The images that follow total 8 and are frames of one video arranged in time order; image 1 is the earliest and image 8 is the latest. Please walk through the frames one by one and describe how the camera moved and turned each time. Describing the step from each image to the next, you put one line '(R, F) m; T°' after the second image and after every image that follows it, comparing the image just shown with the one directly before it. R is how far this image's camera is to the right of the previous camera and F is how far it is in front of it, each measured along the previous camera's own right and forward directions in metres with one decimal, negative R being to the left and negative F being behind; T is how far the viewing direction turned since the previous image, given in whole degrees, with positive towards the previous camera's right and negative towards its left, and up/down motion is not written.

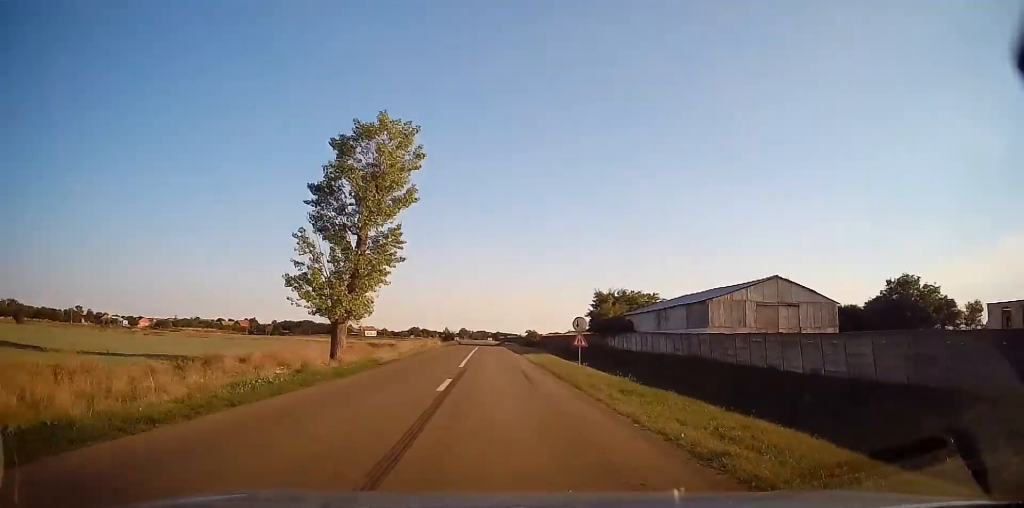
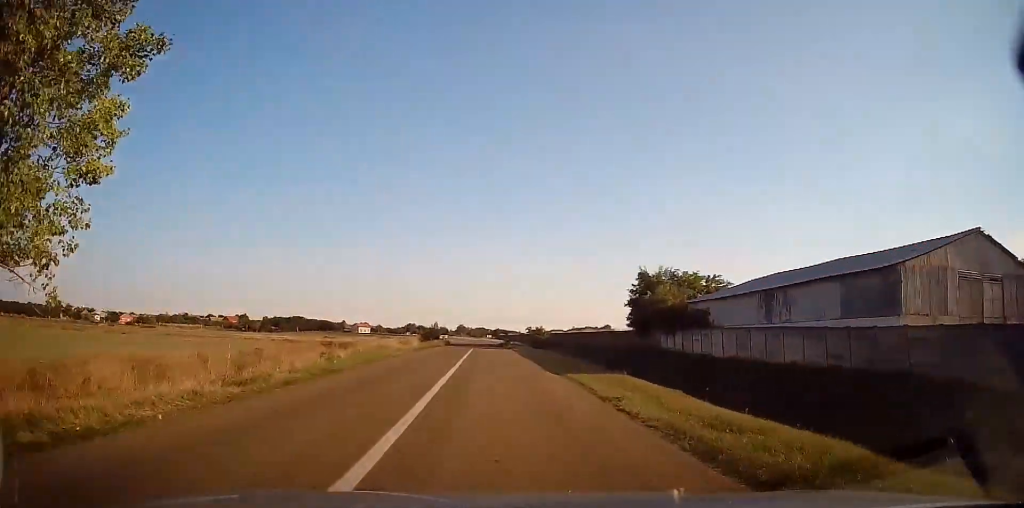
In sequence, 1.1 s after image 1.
(-0.1, +20.2) m; +1°
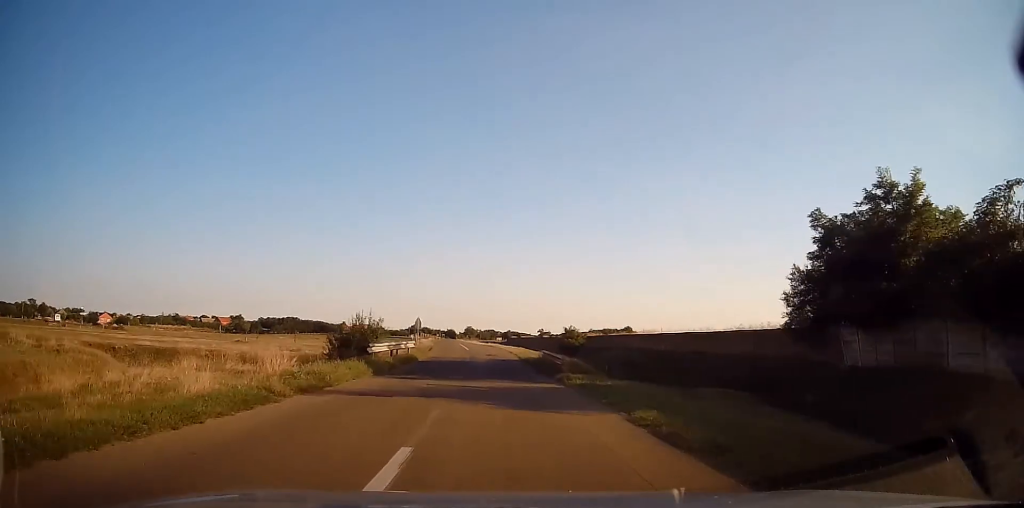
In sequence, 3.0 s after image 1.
(0.0, +31.8) m; -1°
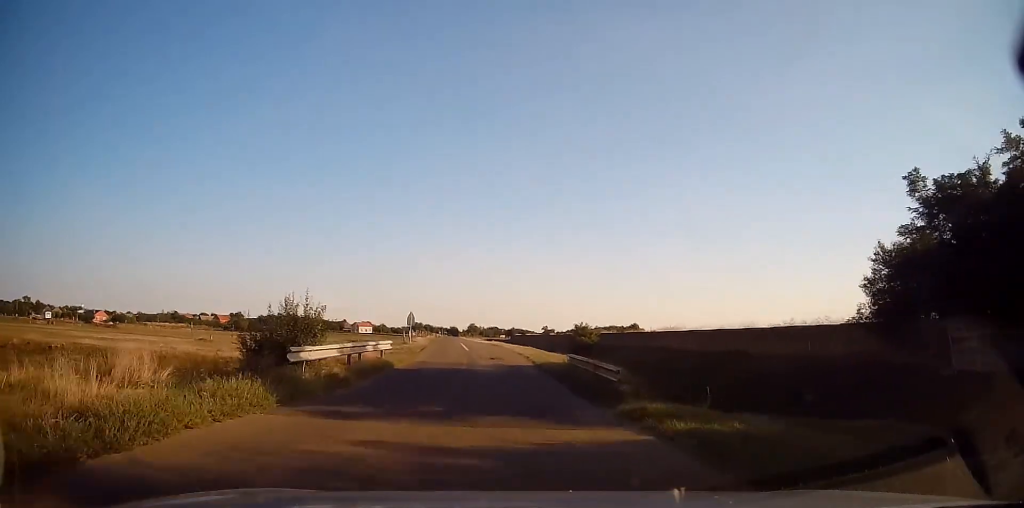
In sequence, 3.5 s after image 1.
(+0.1, +7.6) m; 0°
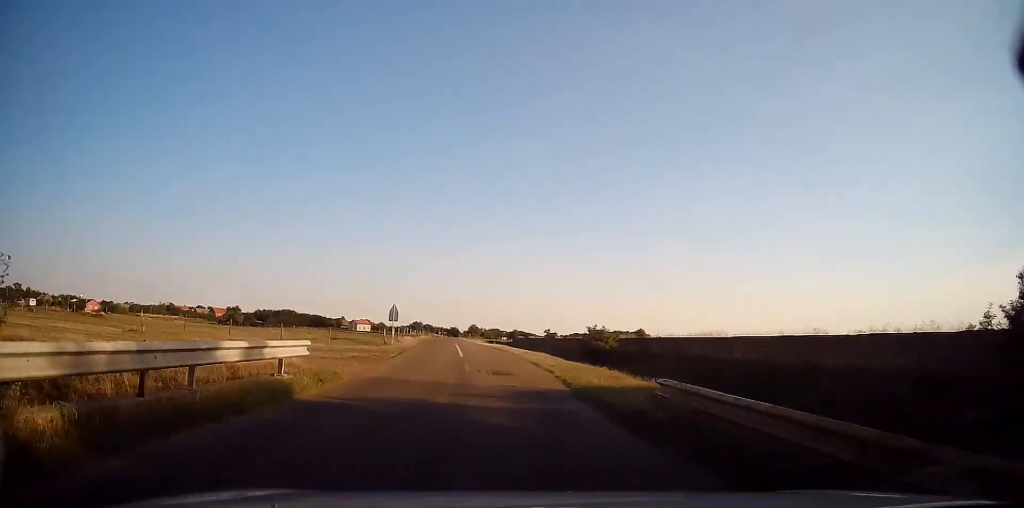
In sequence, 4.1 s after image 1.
(0.0, +10.0) m; 0°
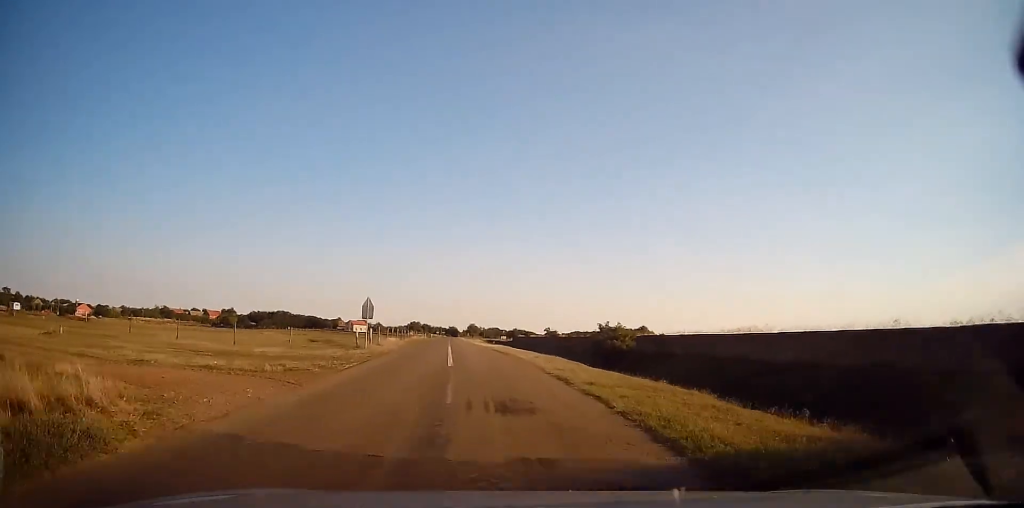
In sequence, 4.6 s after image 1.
(0.0, +7.9) m; -1°
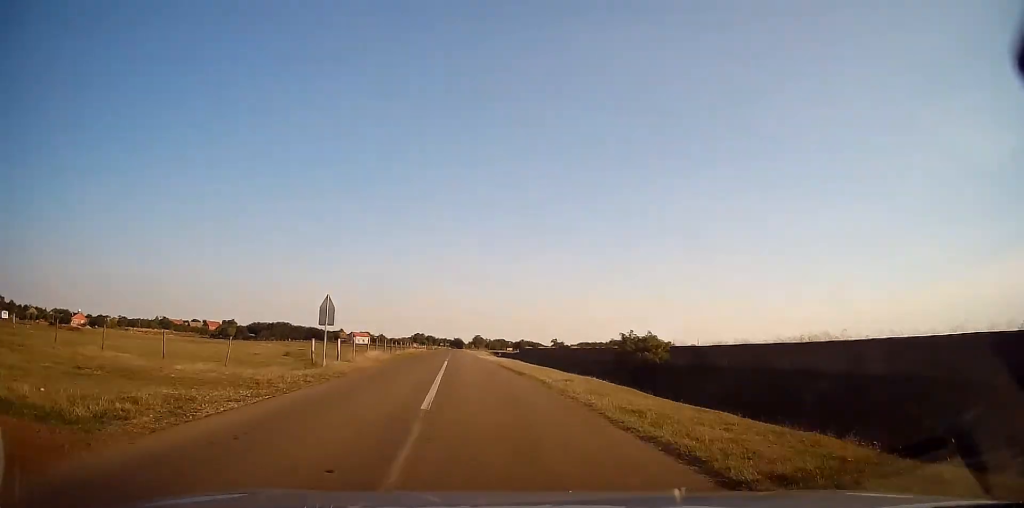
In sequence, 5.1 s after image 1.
(0.0, +8.8) m; -1°
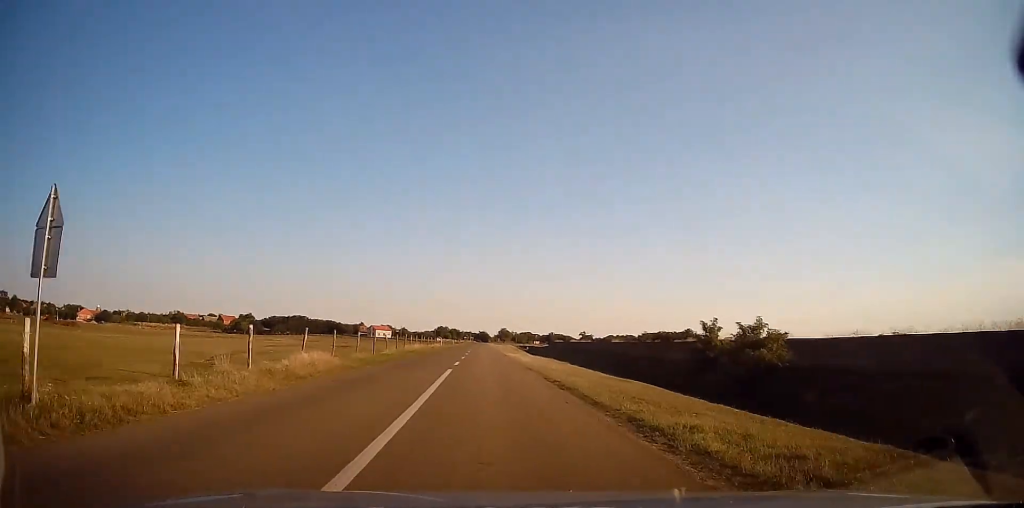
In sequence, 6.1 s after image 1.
(-0.2, +16.2) m; -1°
